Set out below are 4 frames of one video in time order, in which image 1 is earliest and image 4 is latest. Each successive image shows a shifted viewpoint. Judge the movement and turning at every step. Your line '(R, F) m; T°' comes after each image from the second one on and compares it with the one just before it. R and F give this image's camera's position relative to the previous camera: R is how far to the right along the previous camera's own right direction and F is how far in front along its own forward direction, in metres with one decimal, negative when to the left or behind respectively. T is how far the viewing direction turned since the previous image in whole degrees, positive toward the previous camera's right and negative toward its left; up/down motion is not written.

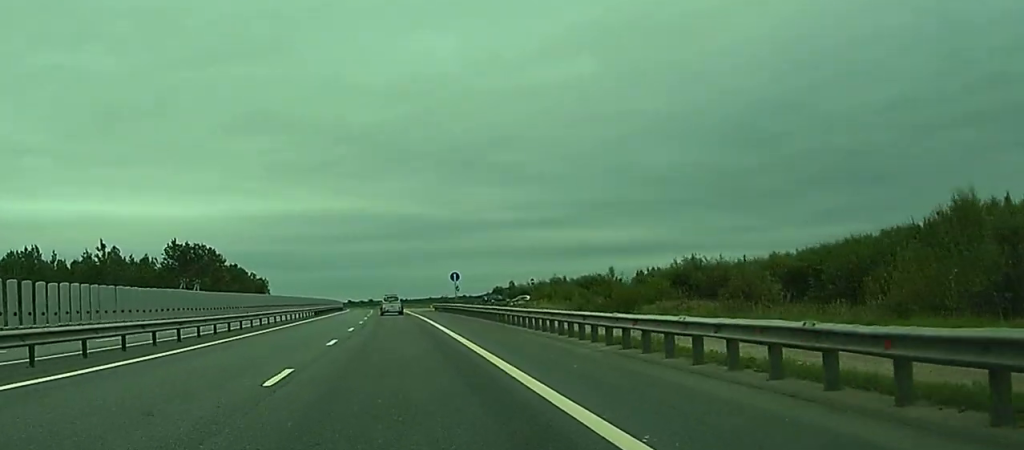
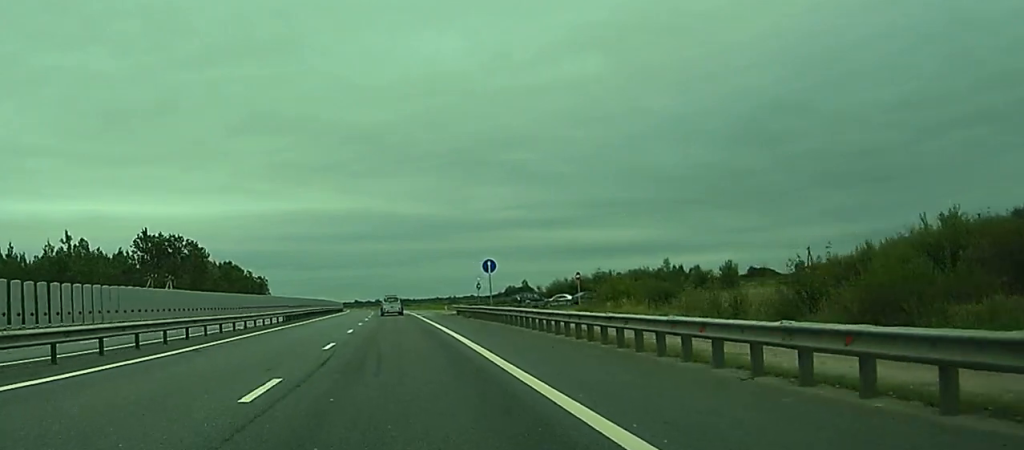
(-0.2, +26.1) m; -1°
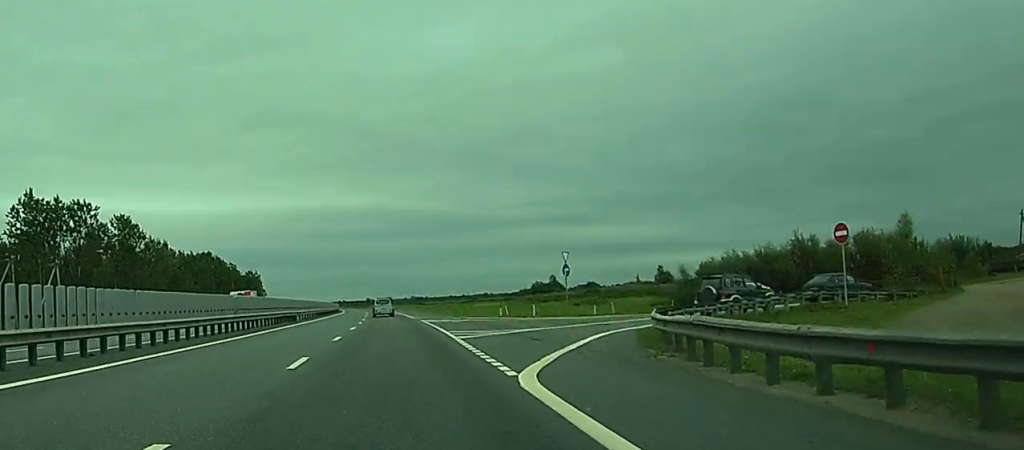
(-0.2, +55.1) m; 0°
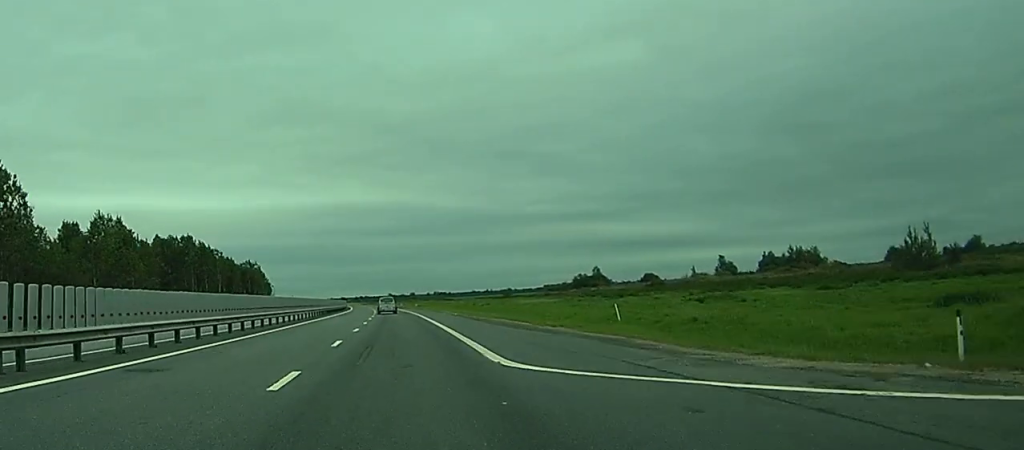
(-0.8, +52.3) m; -2°
